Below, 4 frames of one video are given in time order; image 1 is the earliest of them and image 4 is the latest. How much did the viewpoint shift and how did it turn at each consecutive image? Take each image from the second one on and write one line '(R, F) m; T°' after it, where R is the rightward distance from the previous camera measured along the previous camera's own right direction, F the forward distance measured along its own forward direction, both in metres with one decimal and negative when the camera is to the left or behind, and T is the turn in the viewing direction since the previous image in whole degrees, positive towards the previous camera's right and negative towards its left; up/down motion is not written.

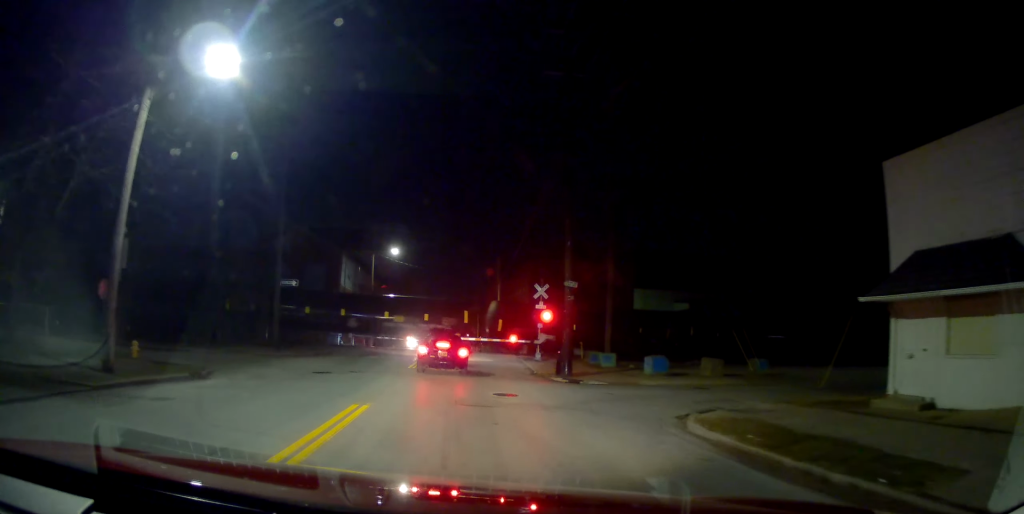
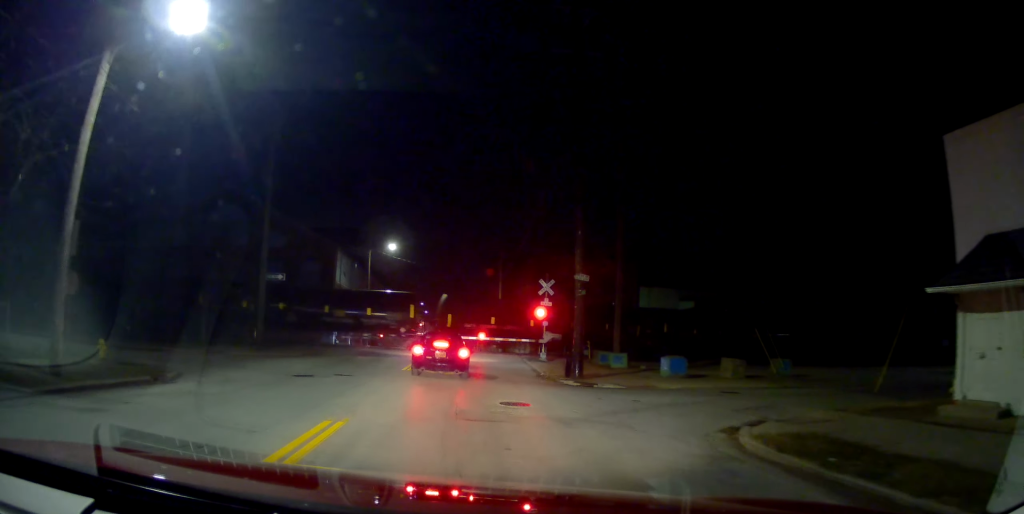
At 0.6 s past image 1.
(+0.1, +2.4) m; +1°
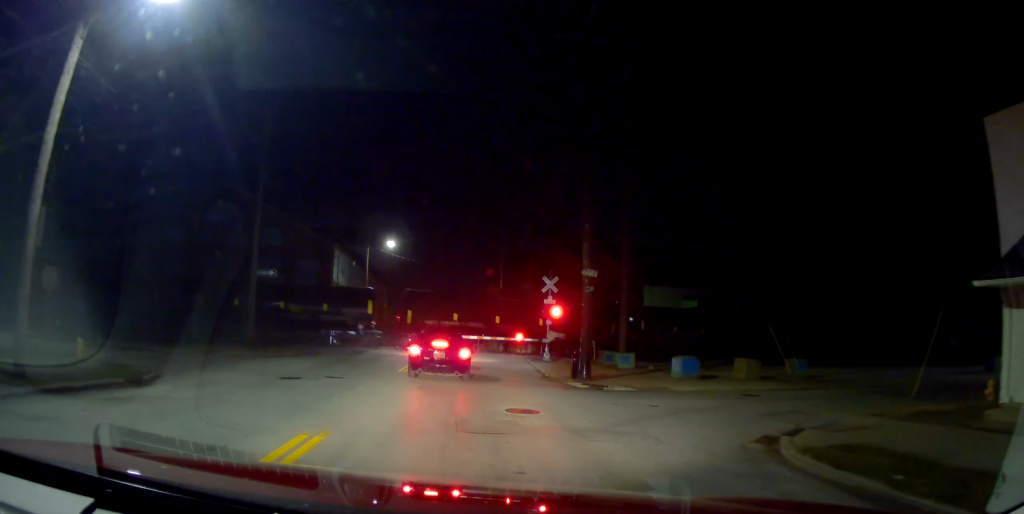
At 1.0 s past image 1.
(0.0, +1.2) m; +3°
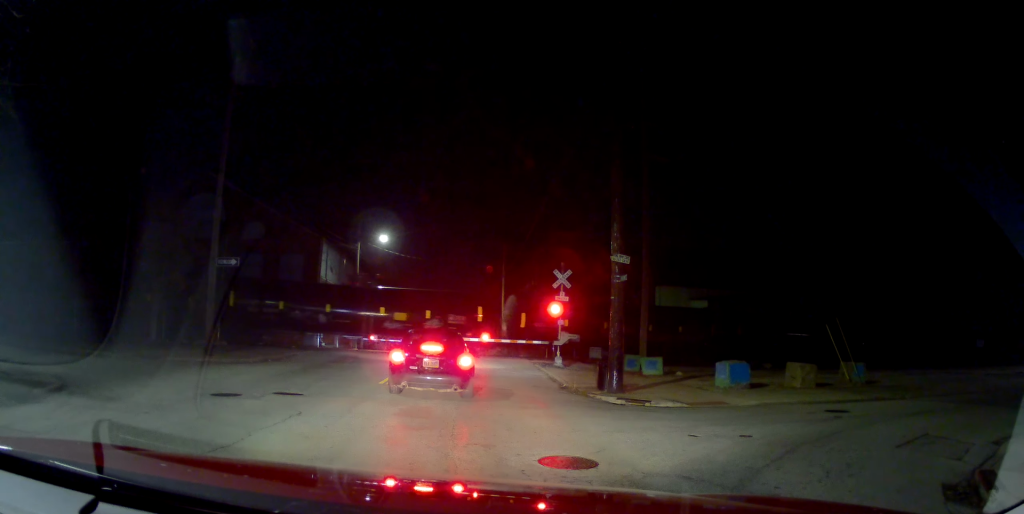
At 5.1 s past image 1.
(+0.9, +3.8) m; +6°
